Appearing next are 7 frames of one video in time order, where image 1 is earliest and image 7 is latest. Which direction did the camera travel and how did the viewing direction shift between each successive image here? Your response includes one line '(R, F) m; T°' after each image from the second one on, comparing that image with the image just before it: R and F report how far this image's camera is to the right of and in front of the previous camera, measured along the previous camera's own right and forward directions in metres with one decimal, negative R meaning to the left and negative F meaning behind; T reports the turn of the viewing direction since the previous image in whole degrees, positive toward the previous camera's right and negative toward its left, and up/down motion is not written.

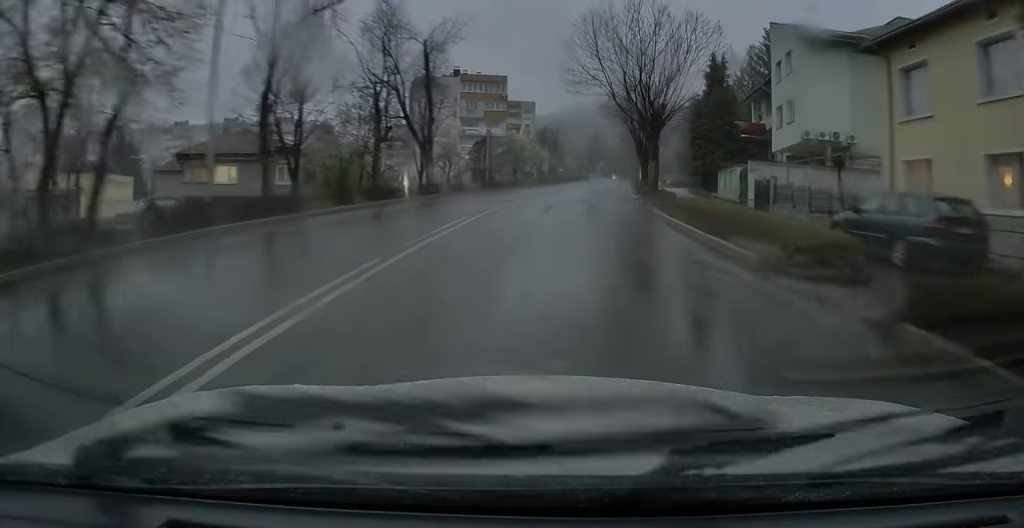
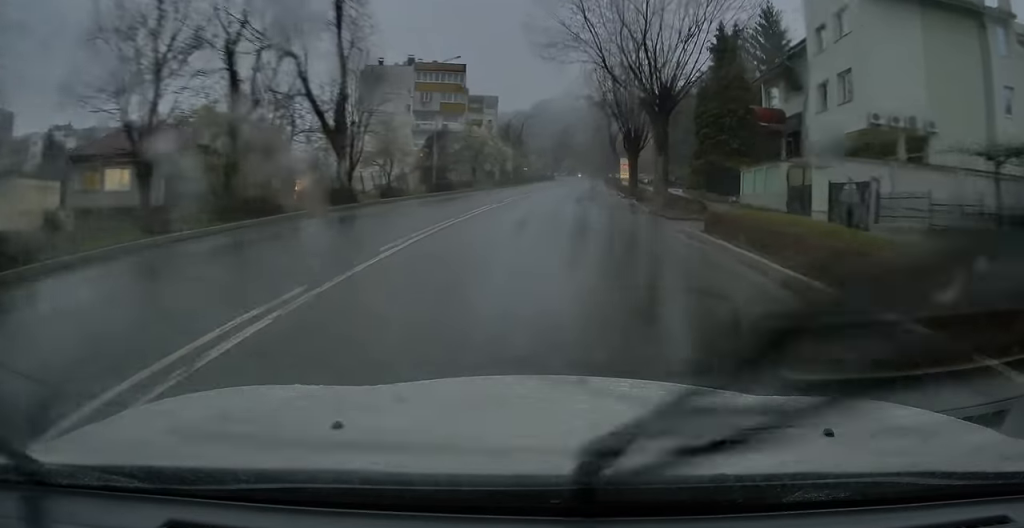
(+0.4, +11.0) m; +3°
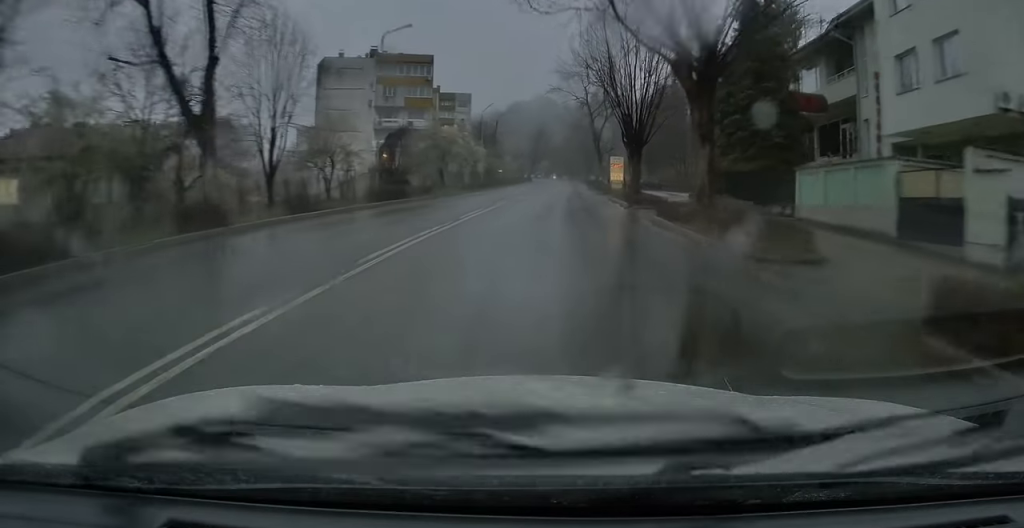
(+0.2, +9.3) m; +2°
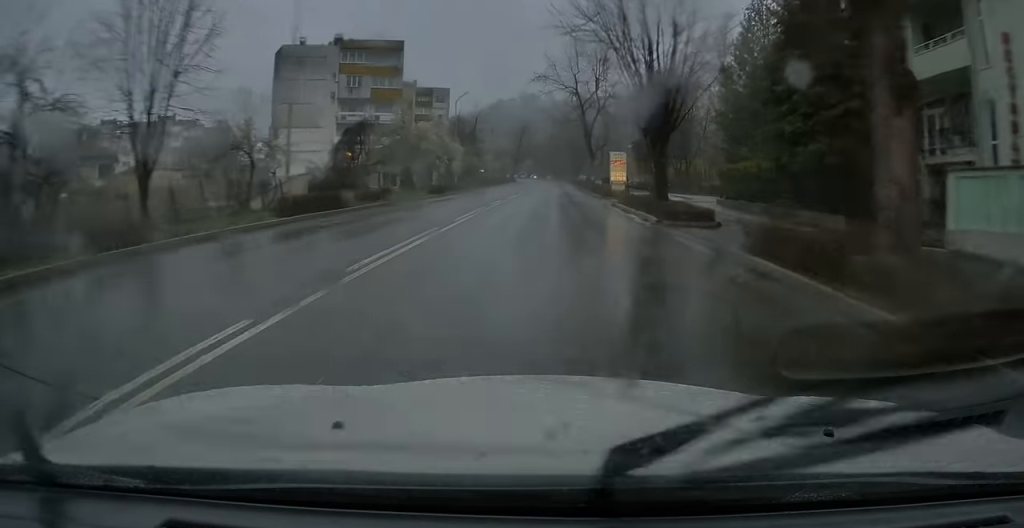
(+0.1, +9.7) m; +2°
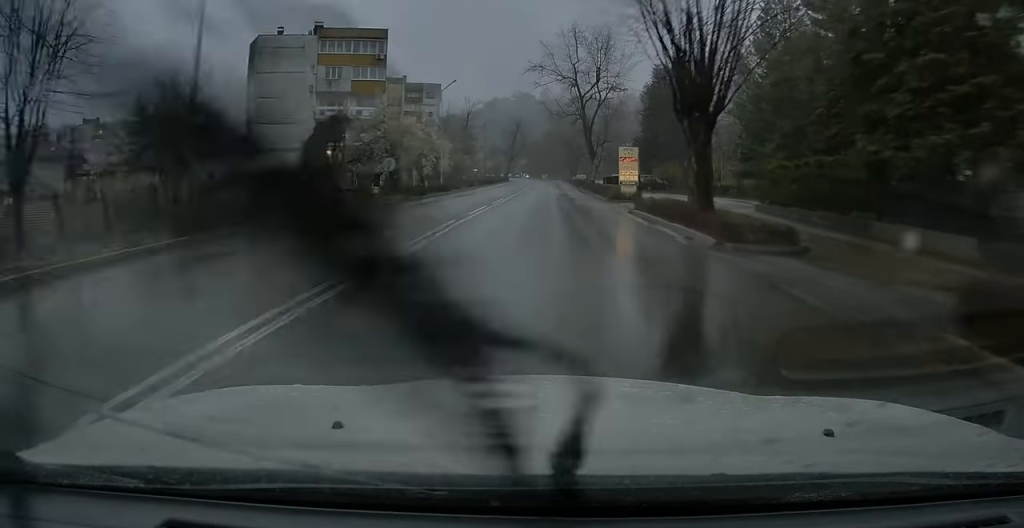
(+0.1, +6.3) m; 0°
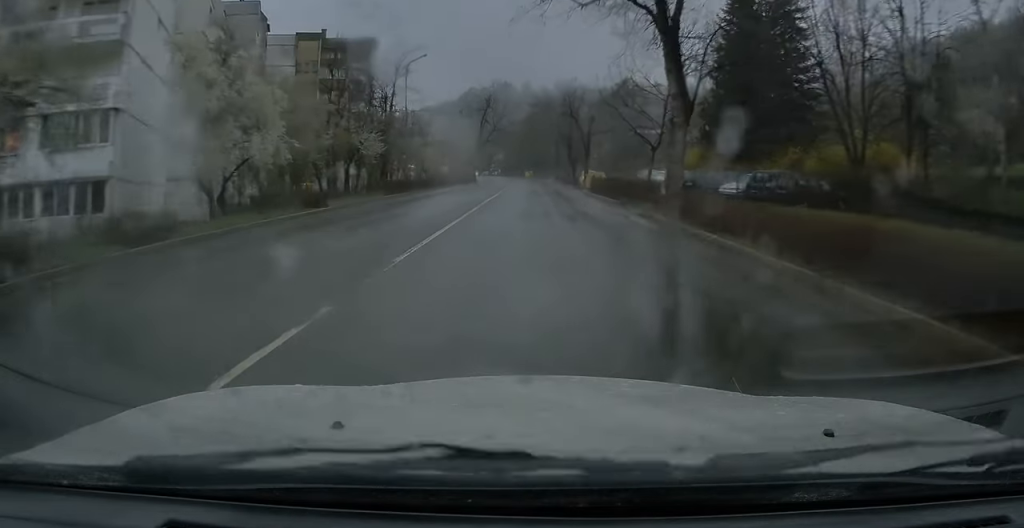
(-0.3, +44.0) m; -1°
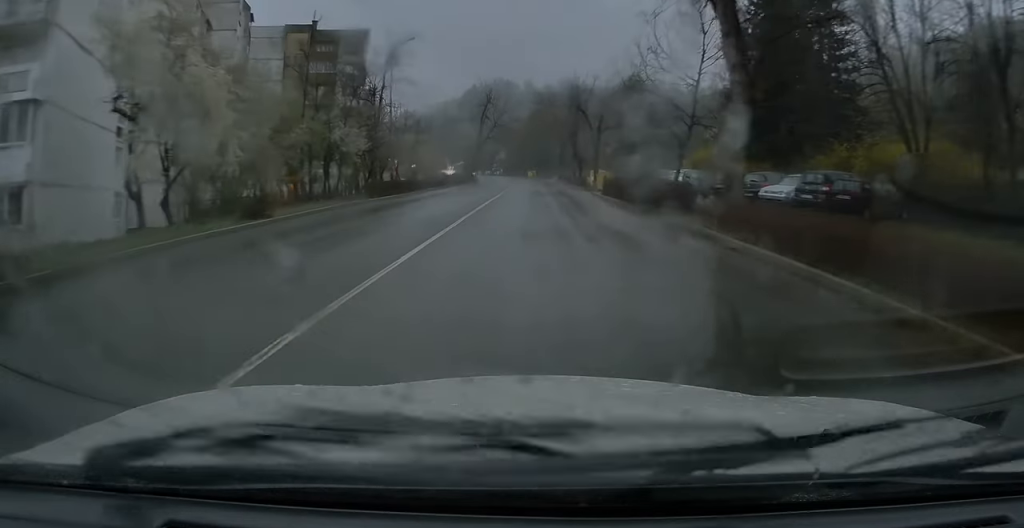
(+0.1, +5.5) m; 0°
